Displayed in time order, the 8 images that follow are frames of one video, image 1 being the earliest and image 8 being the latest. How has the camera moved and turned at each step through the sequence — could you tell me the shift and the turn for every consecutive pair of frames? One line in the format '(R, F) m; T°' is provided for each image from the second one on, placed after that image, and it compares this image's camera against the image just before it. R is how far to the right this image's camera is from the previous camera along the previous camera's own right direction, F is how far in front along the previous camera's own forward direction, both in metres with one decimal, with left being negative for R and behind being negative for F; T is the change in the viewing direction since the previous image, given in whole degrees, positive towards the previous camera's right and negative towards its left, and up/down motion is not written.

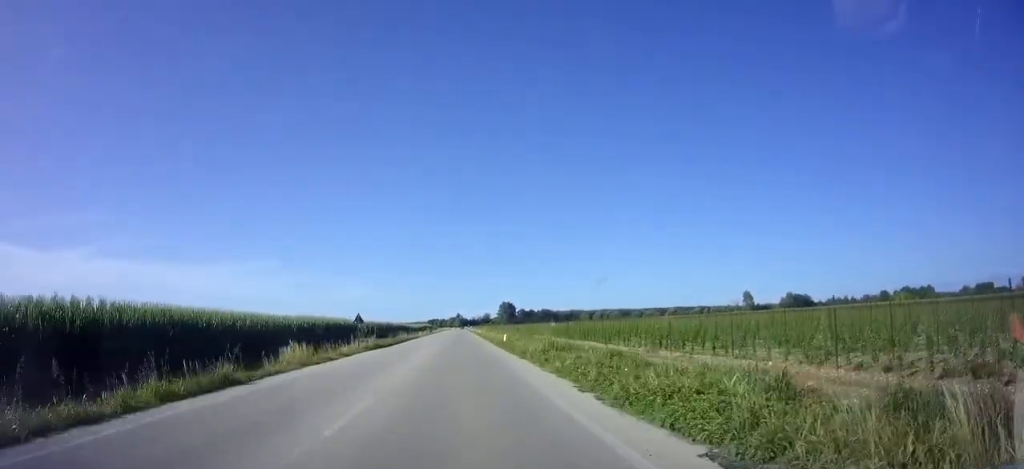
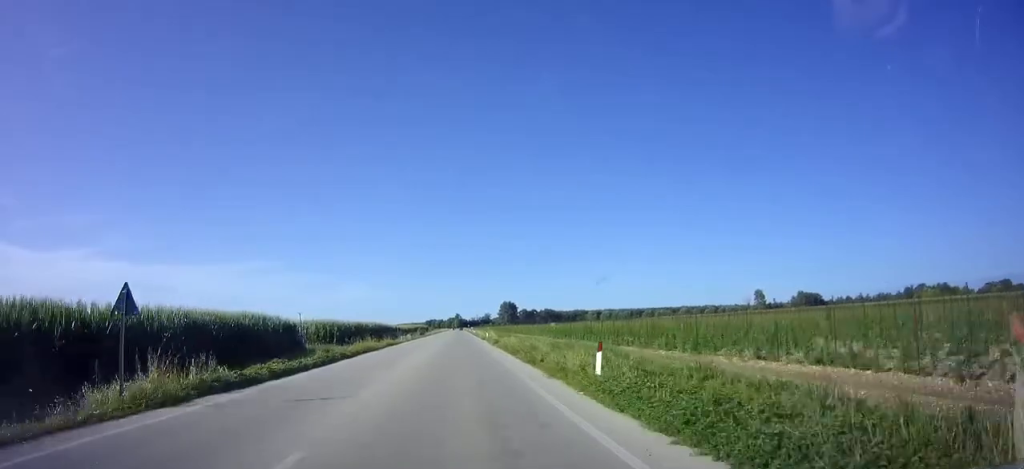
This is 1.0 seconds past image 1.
(+0.1, +27.1) m; 0°
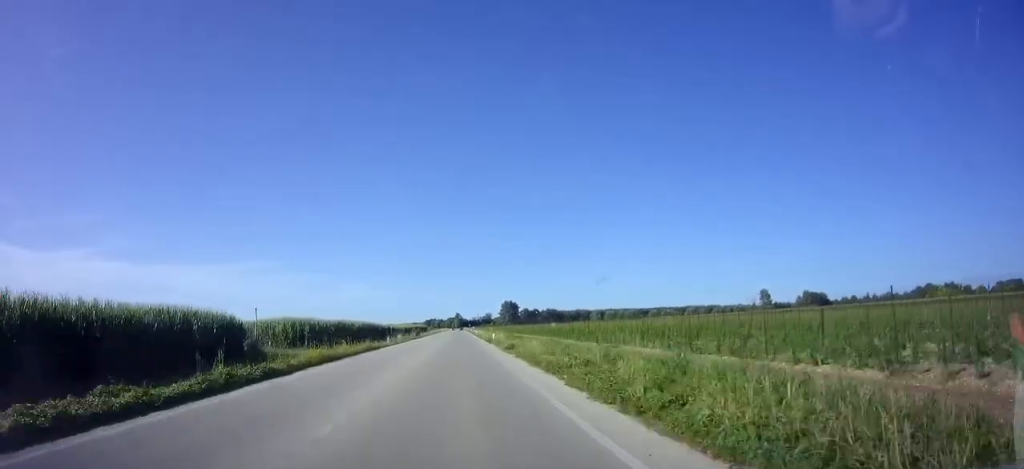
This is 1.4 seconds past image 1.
(0.0, +11.2) m; 0°
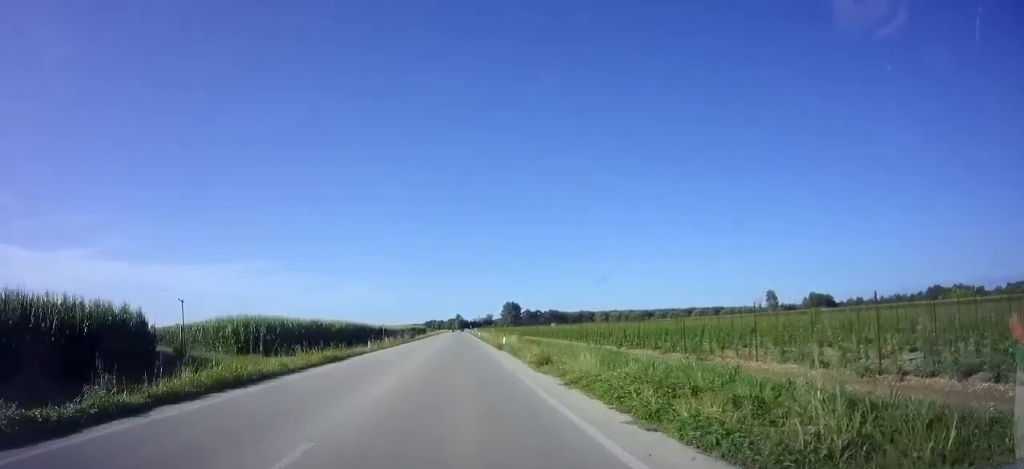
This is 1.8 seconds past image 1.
(0.0, +12.2) m; 0°
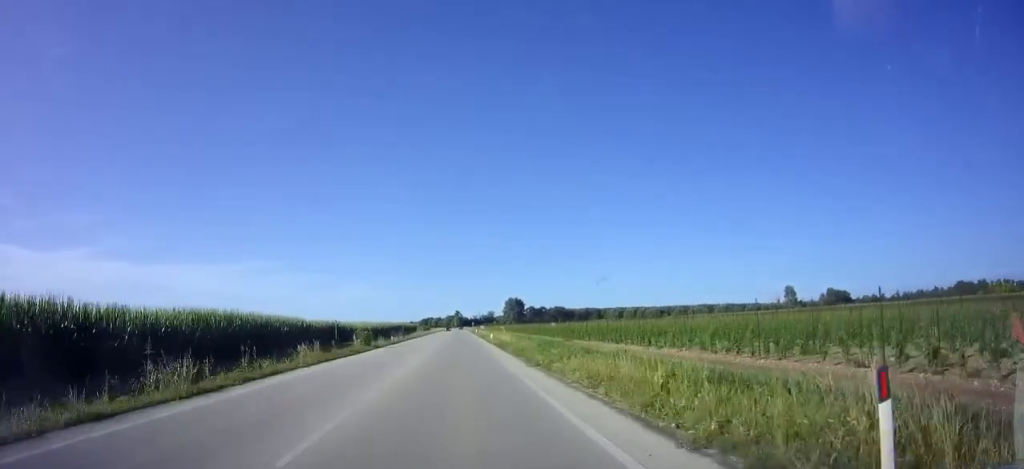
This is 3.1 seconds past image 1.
(-0.1, +35.9) m; 0°
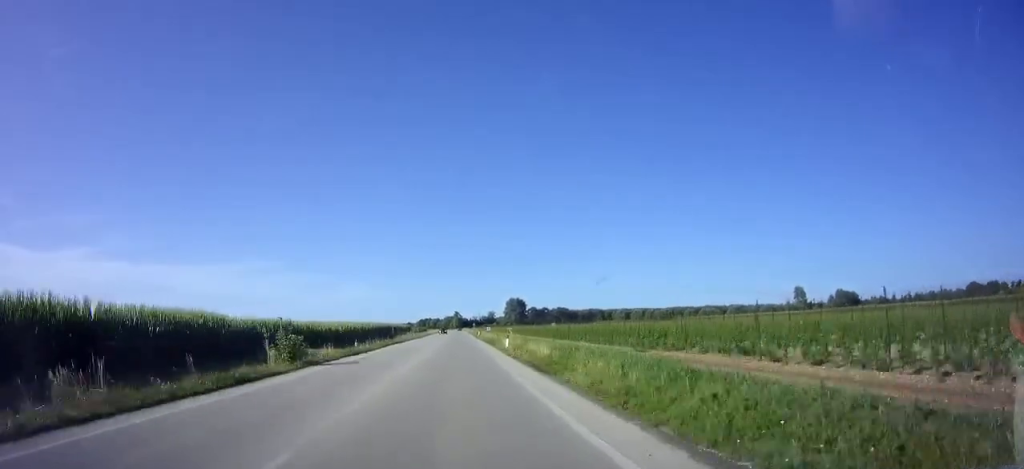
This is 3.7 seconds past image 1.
(0.0, +18.1) m; 0°
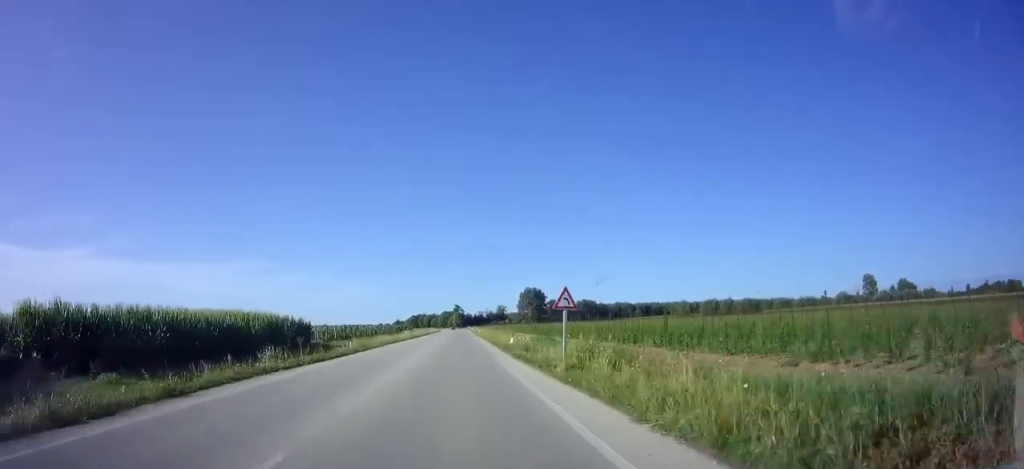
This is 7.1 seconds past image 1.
(0.0, +99.8) m; 0°
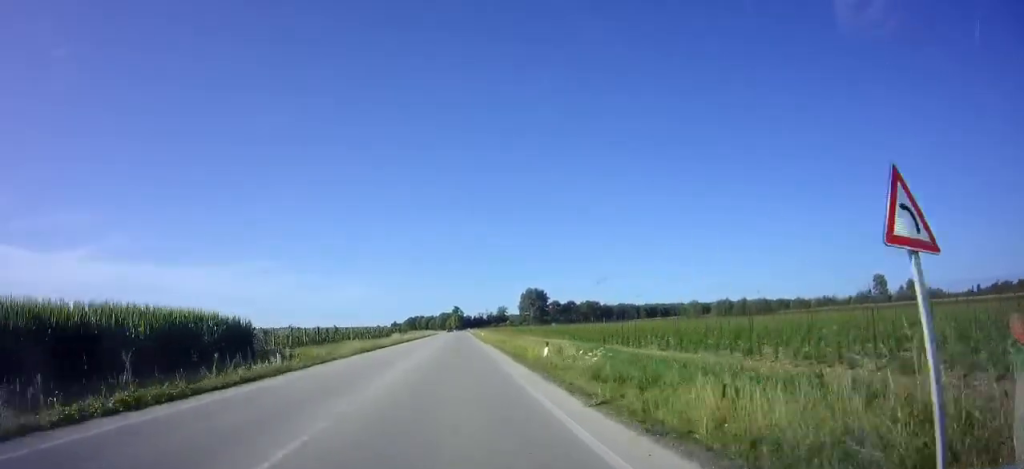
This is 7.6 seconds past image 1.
(0.0, +13.7) m; 0°
